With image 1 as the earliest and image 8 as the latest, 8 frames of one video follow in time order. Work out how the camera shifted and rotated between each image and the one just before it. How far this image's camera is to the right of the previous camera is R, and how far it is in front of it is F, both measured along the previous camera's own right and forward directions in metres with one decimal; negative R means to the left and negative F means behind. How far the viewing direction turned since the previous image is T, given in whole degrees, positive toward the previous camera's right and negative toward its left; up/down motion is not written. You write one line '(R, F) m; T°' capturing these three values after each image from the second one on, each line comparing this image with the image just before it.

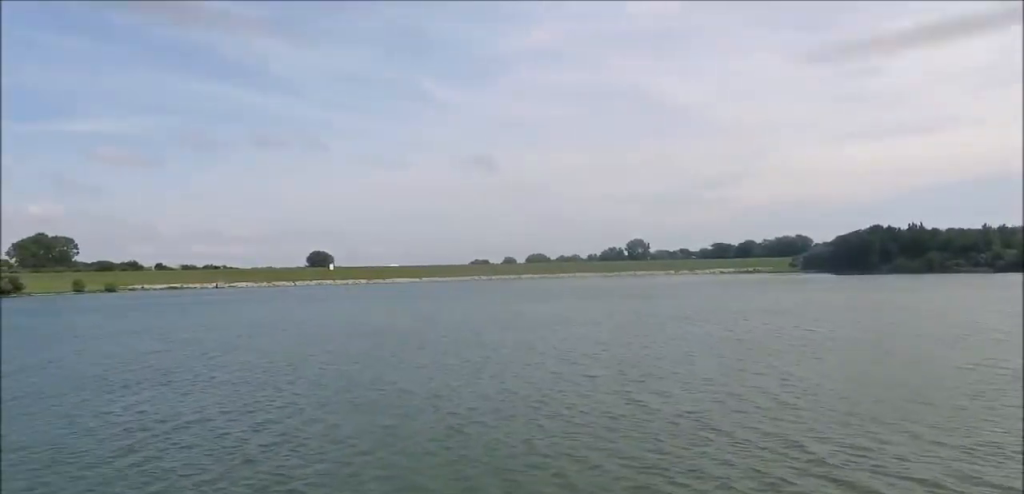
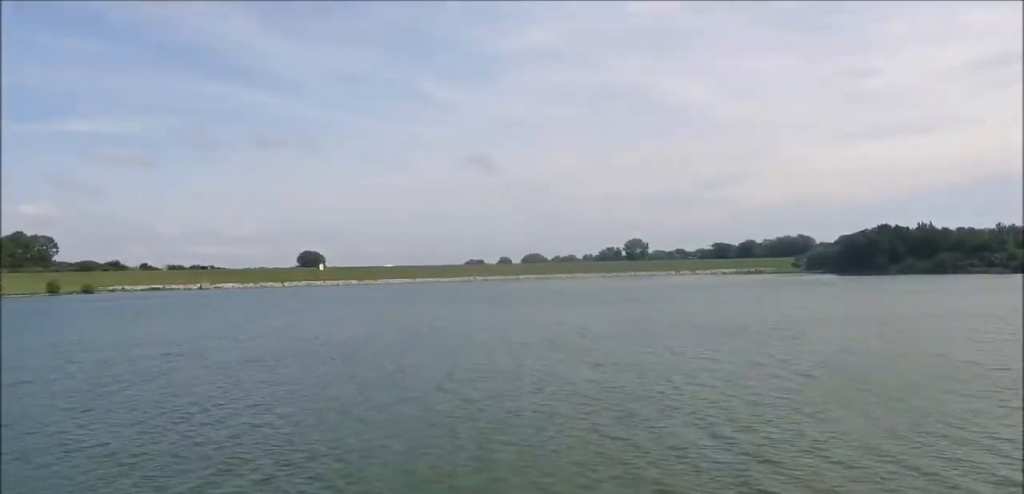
(-0.2, +10.4) m; -1°
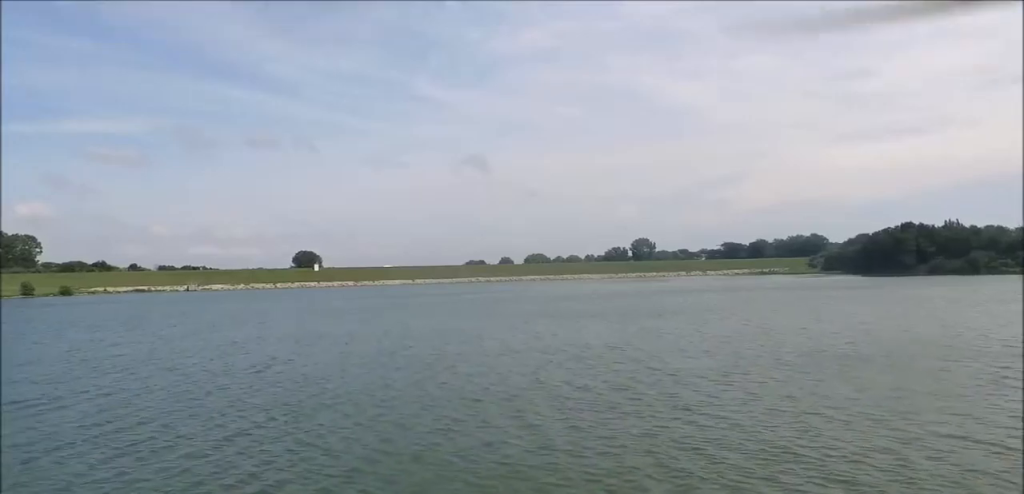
(-0.1, +14.0) m; 0°
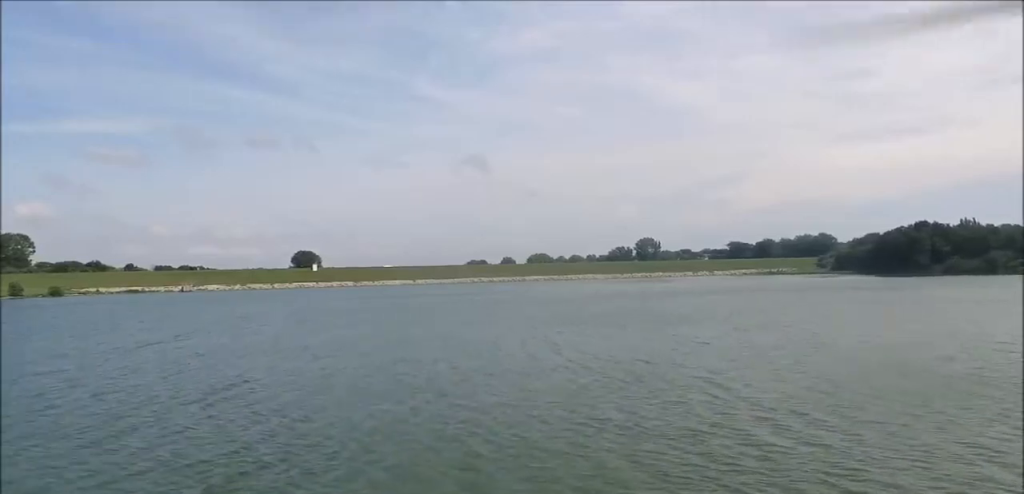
(0.0, +6.5) m; 0°
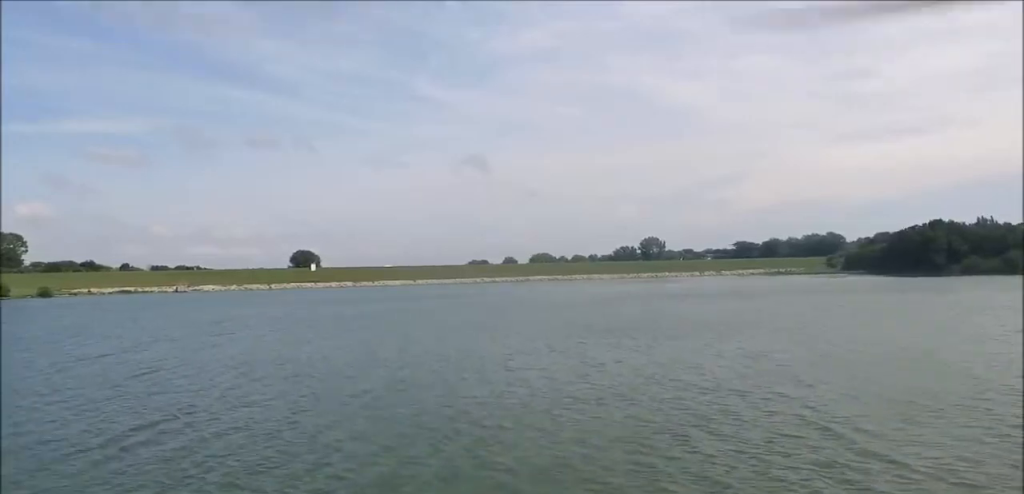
(+0.1, +6.4) m; 0°
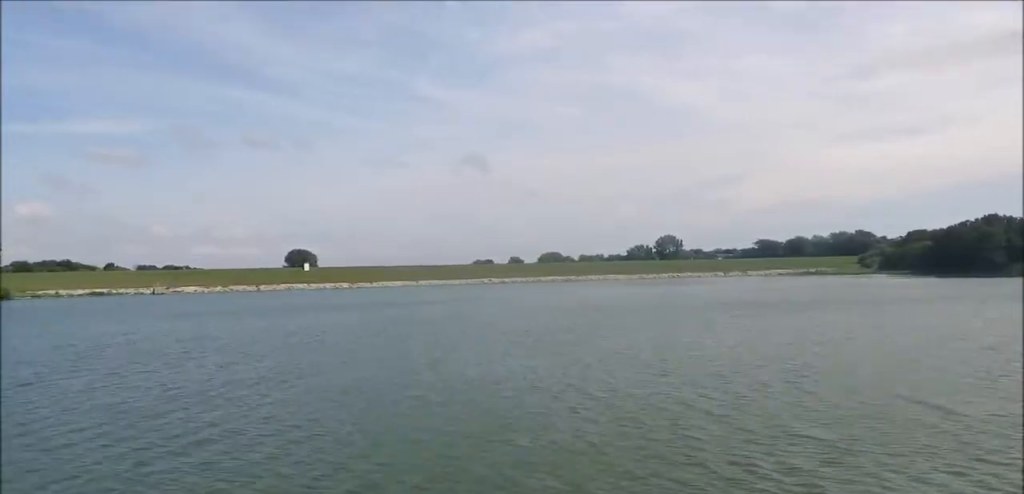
(-0.1, +22.6) m; -1°
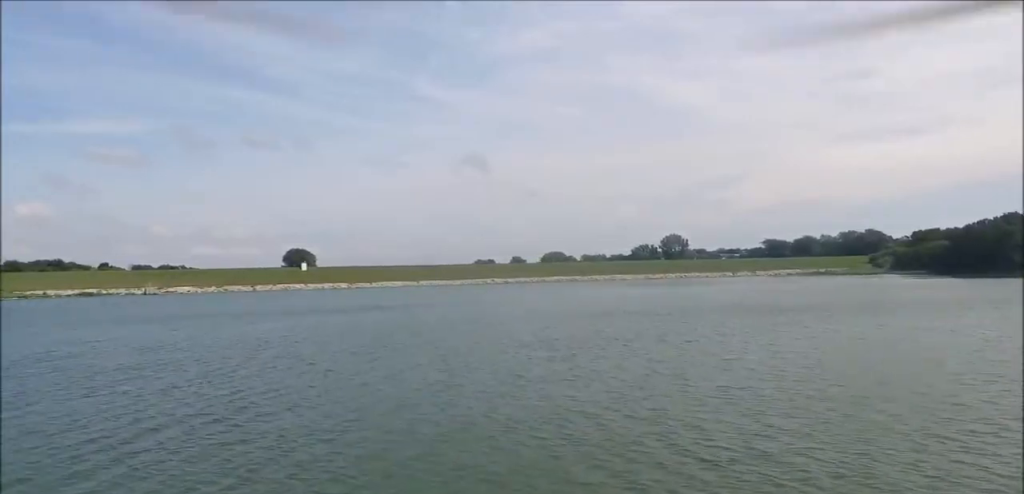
(0.0, +7.0) m; 0°
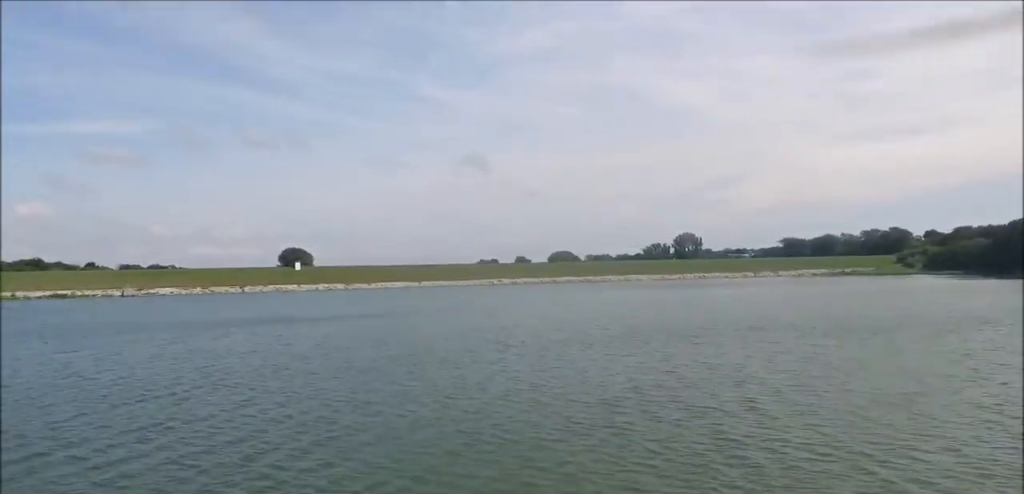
(-0.1, +15.6) m; -1°
